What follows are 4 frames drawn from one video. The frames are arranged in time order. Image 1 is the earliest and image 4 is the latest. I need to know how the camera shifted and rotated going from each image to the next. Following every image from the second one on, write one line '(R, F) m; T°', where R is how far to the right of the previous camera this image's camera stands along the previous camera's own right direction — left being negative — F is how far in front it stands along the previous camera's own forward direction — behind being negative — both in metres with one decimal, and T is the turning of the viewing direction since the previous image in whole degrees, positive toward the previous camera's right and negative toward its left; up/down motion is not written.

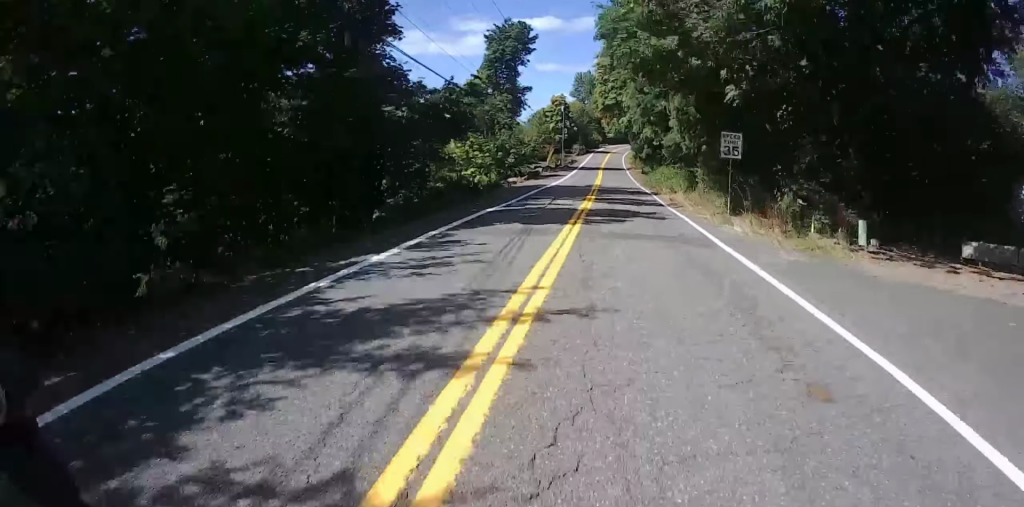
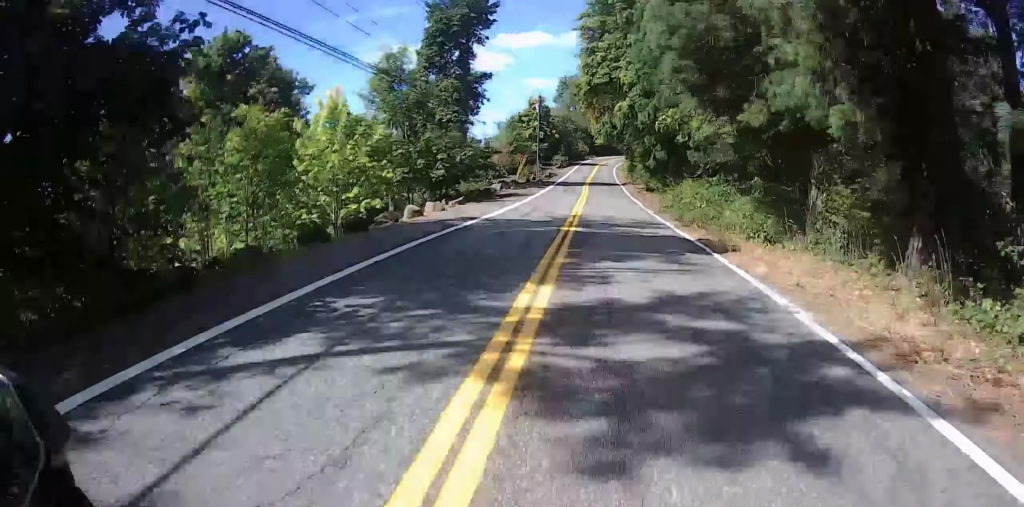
(+0.1, +21.0) m; 0°
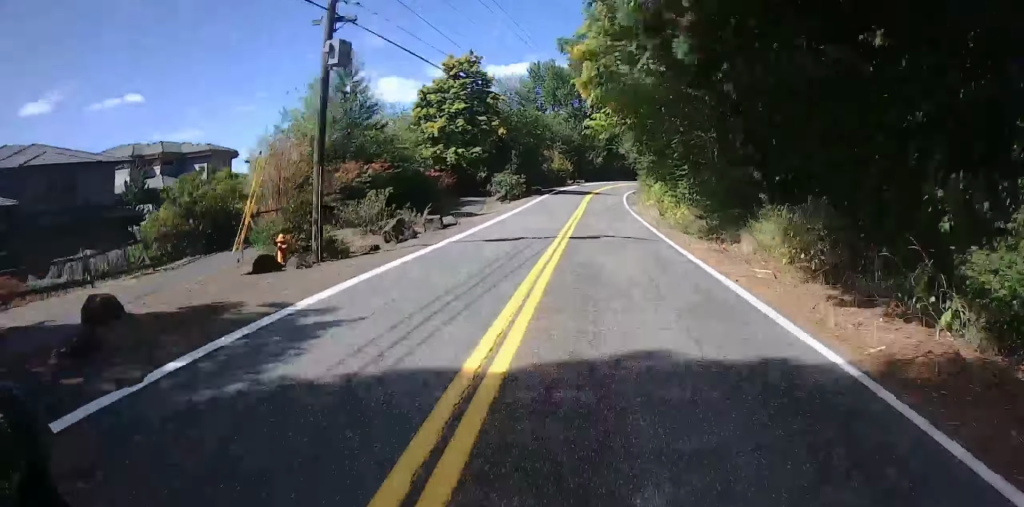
(+0.8, +61.4) m; 0°
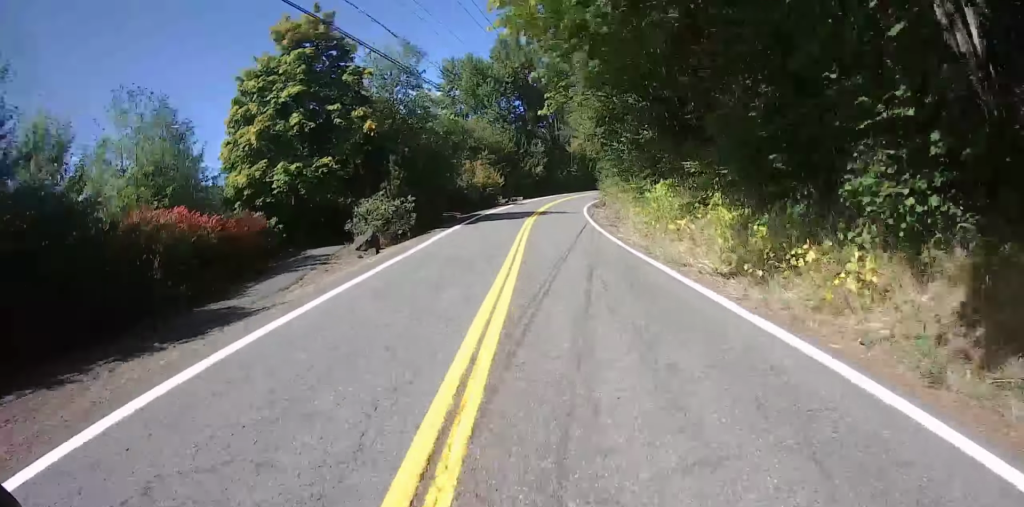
(-0.8, +24.3) m; 0°
